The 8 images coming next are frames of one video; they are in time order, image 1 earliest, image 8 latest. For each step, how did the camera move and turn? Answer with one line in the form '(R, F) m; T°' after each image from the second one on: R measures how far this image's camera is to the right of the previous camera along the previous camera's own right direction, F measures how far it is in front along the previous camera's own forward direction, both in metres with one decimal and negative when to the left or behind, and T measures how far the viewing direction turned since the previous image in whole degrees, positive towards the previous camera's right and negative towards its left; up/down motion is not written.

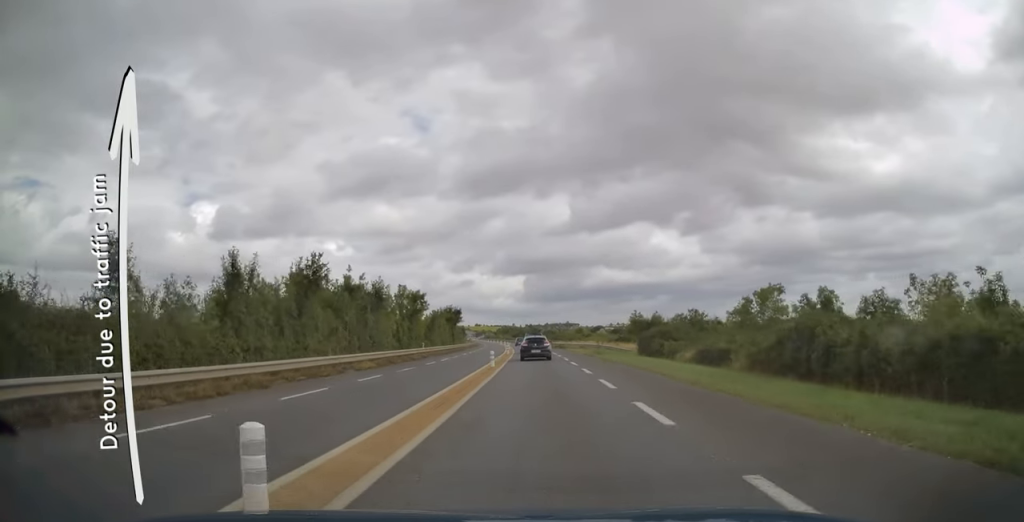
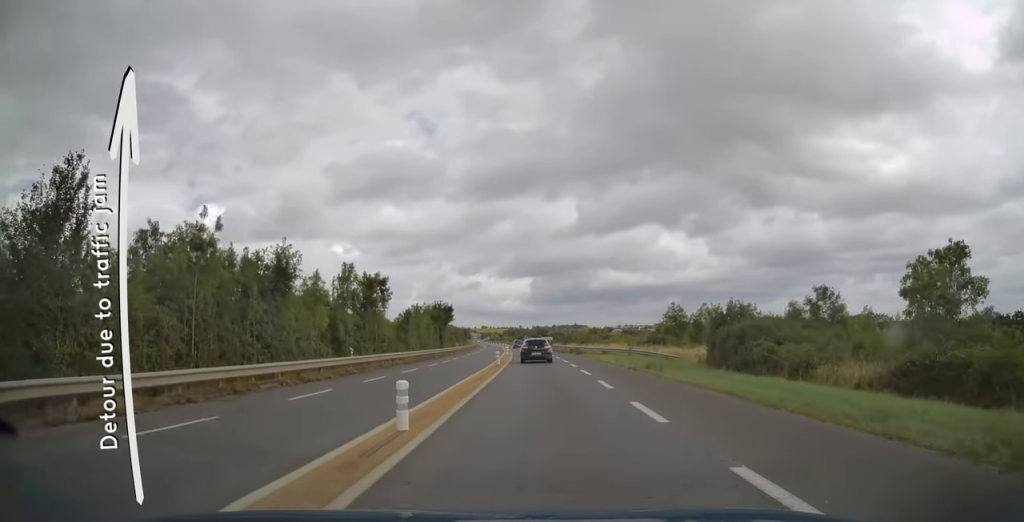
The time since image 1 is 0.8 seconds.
(+0.1, +19.1) m; 0°
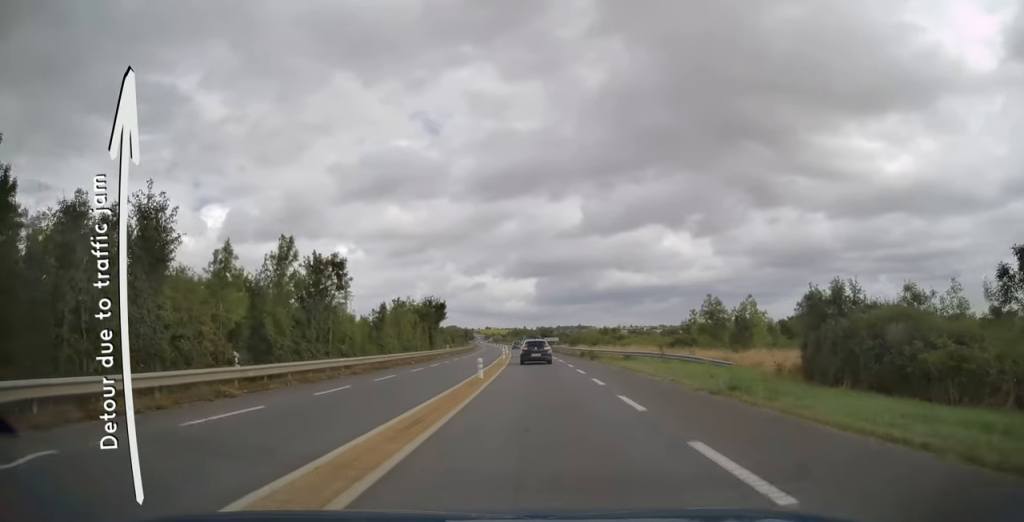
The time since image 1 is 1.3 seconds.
(-0.1, +11.3) m; -1°
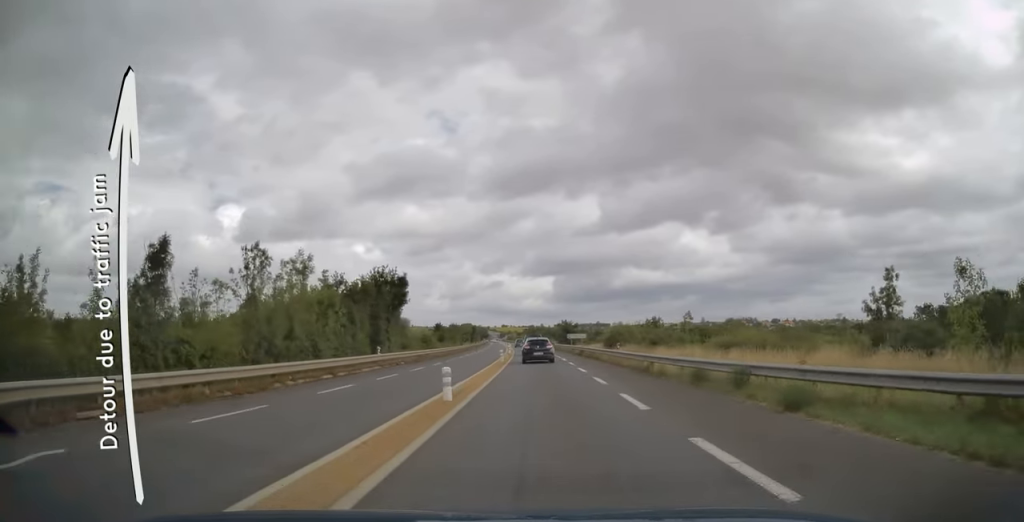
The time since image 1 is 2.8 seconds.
(-0.5, +32.6) m; -2°
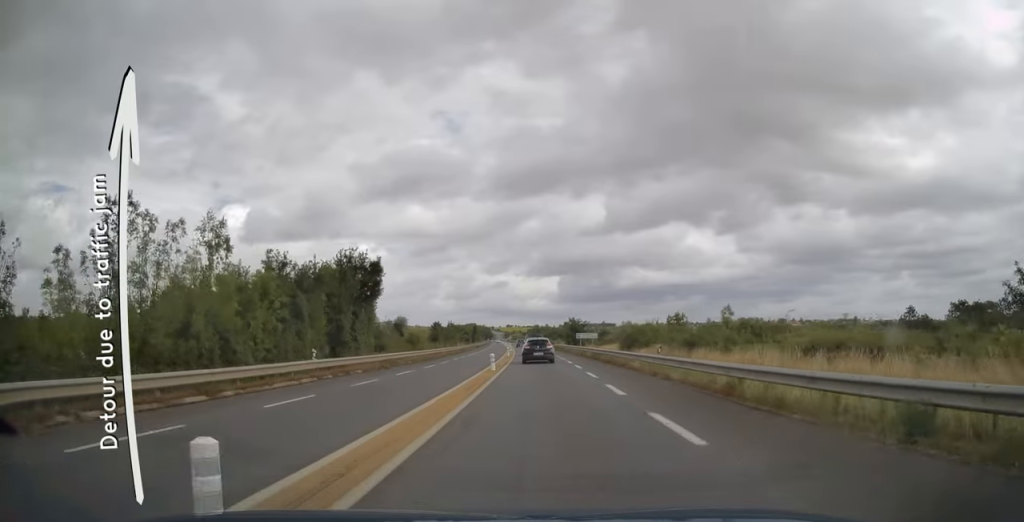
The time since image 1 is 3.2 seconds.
(-0.1, +10.1) m; -1°
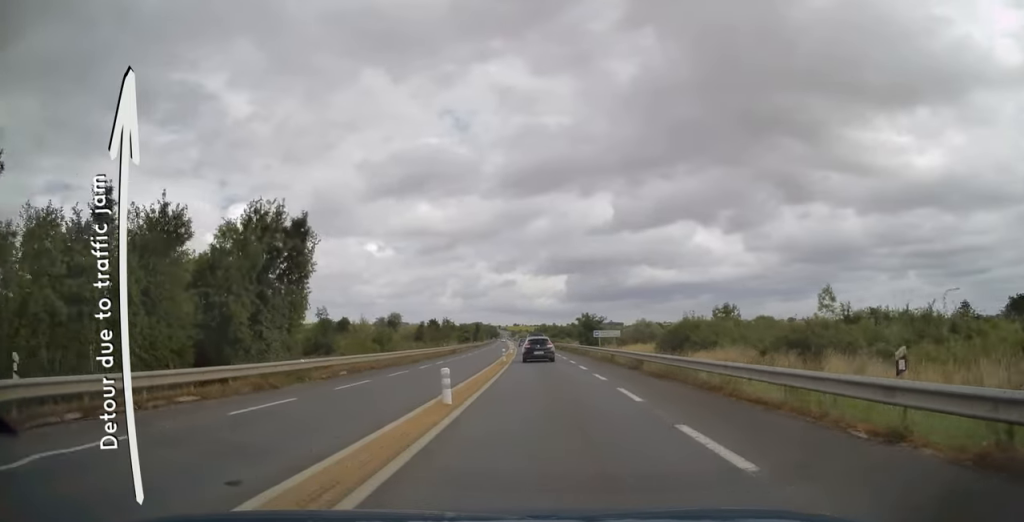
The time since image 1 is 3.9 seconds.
(-0.2, +14.9) m; -1°
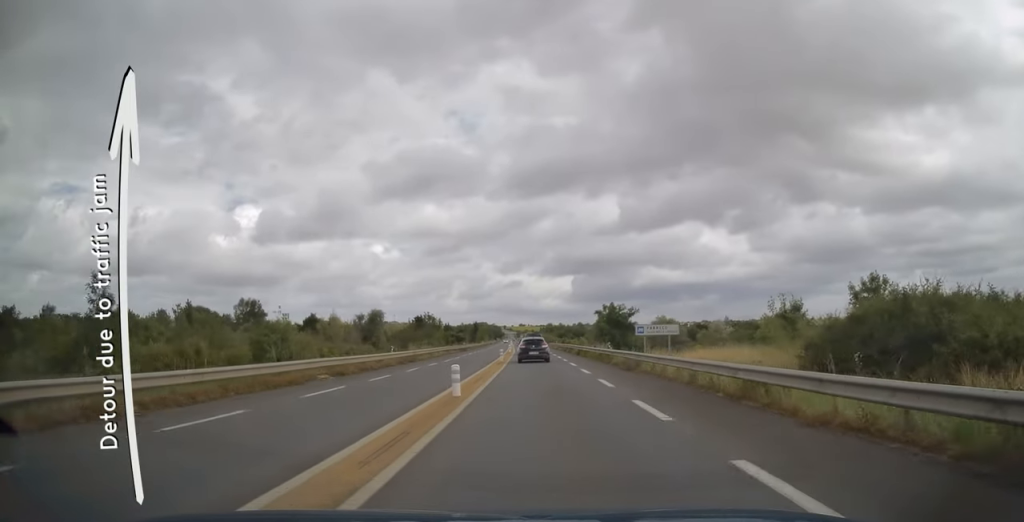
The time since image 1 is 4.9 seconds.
(-0.2, +22.2) m; 0°
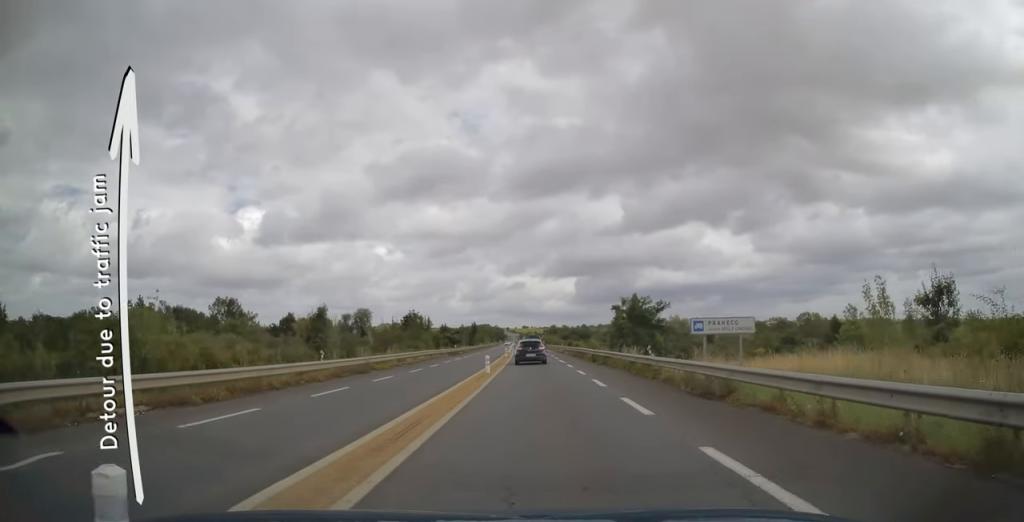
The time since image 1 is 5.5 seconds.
(+0.1, +12.1) m; 0°
